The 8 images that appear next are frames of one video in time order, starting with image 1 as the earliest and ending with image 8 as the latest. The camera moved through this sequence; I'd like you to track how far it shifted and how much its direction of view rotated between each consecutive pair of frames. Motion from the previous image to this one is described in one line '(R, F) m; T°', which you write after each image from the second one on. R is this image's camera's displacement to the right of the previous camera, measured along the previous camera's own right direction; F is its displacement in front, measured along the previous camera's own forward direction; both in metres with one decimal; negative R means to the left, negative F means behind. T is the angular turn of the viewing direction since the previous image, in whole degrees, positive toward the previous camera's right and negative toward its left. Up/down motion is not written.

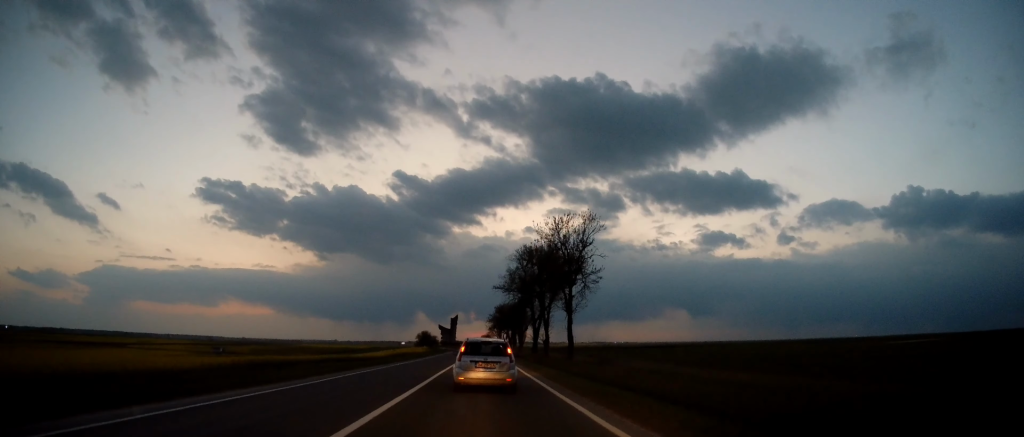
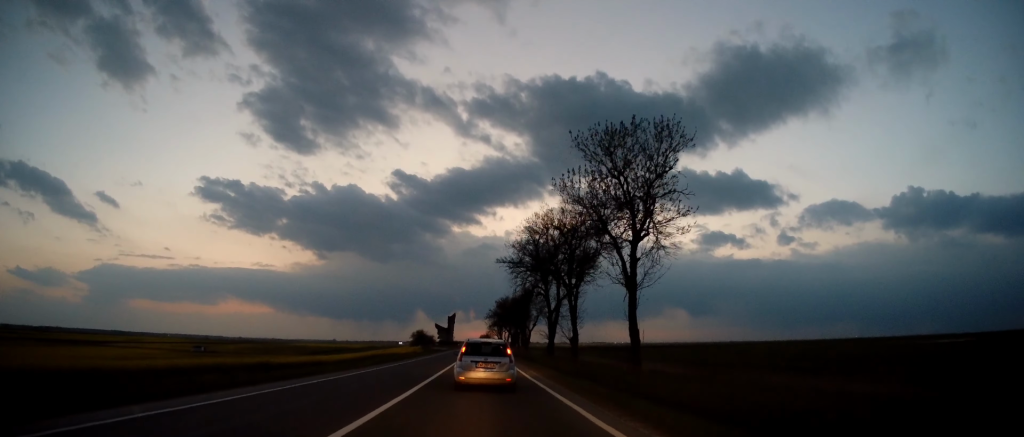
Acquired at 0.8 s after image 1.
(-0.2, +17.6) m; 0°
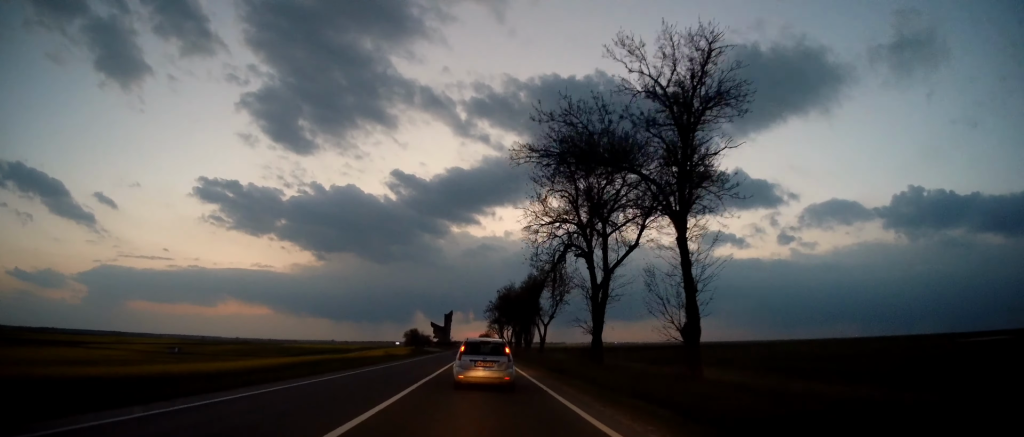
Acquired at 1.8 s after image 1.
(+0.1, +22.1) m; +1°
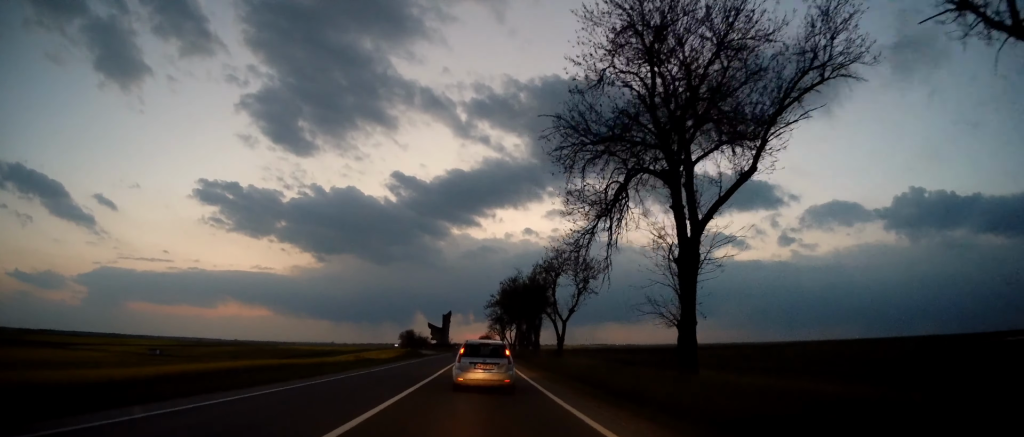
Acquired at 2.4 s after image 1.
(+0.1, +14.1) m; 0°
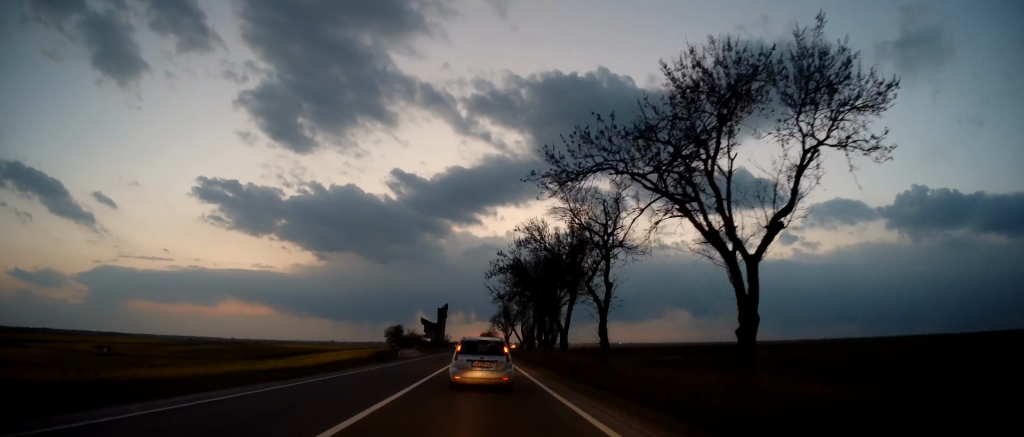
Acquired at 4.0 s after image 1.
(0.0, +34.2) m; 0°
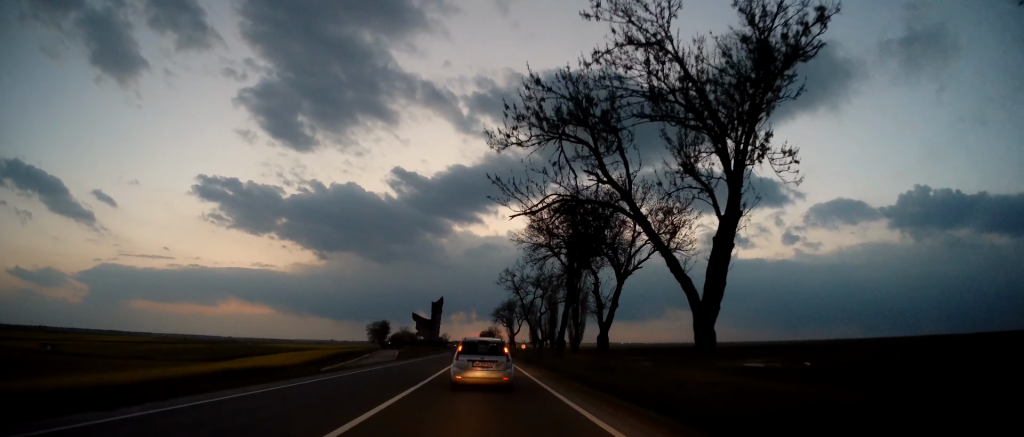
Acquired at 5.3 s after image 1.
(-0.1, +28.9) m; -1°
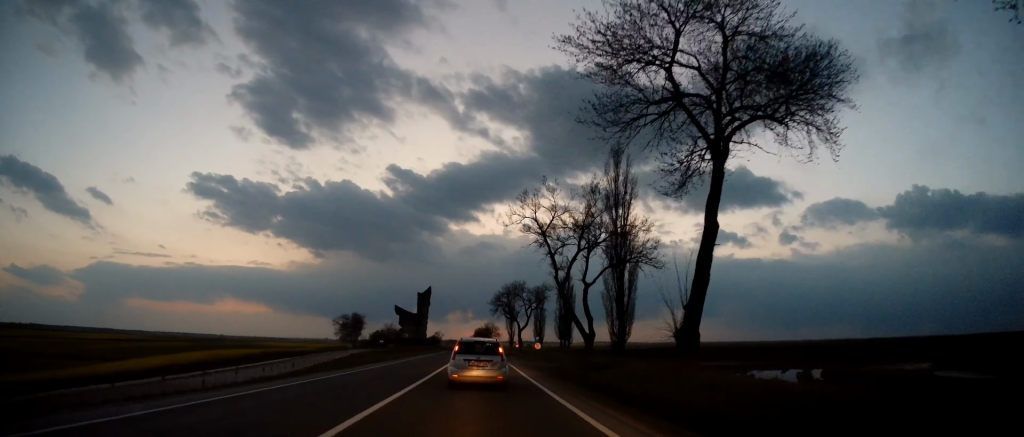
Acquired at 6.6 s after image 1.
(-0.1, +30.1) m; +1°
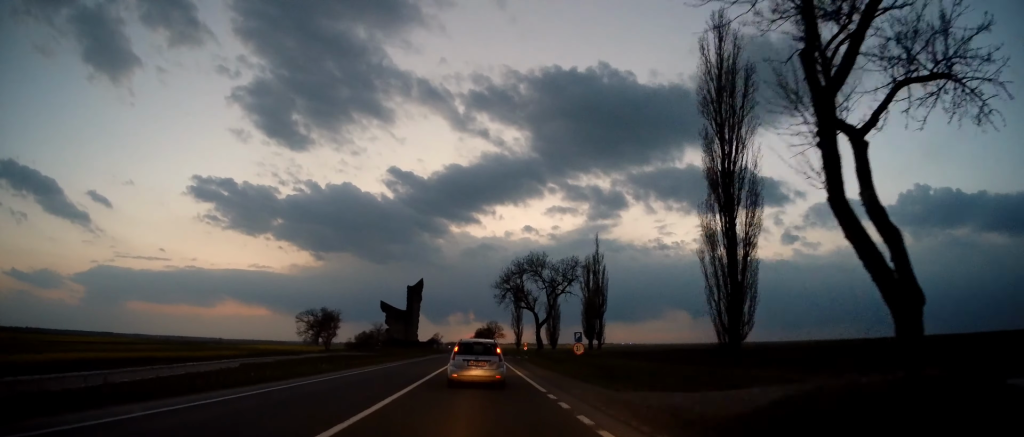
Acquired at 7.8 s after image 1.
(+0.3, +26.3) m; 0°
